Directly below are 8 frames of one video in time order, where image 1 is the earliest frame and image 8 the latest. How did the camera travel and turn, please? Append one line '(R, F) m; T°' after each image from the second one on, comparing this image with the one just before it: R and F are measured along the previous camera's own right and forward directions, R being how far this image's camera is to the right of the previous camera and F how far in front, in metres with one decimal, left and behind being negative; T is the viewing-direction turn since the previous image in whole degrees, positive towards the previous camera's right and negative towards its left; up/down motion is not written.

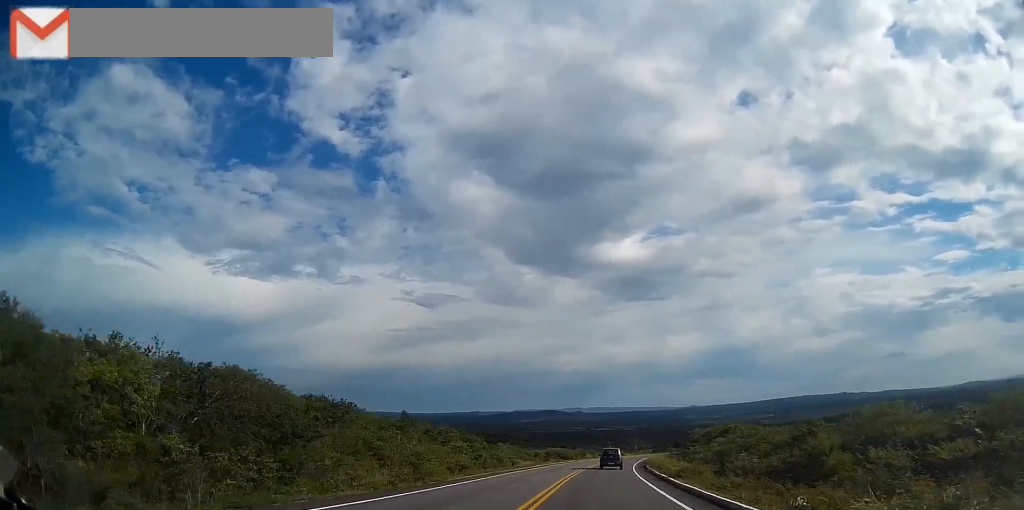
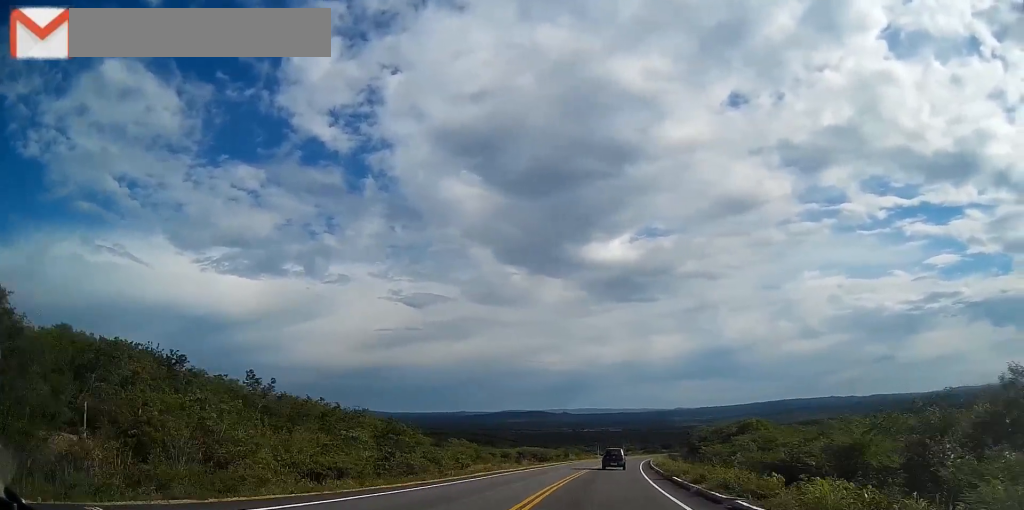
(+0.1, +22.5) m; +1°
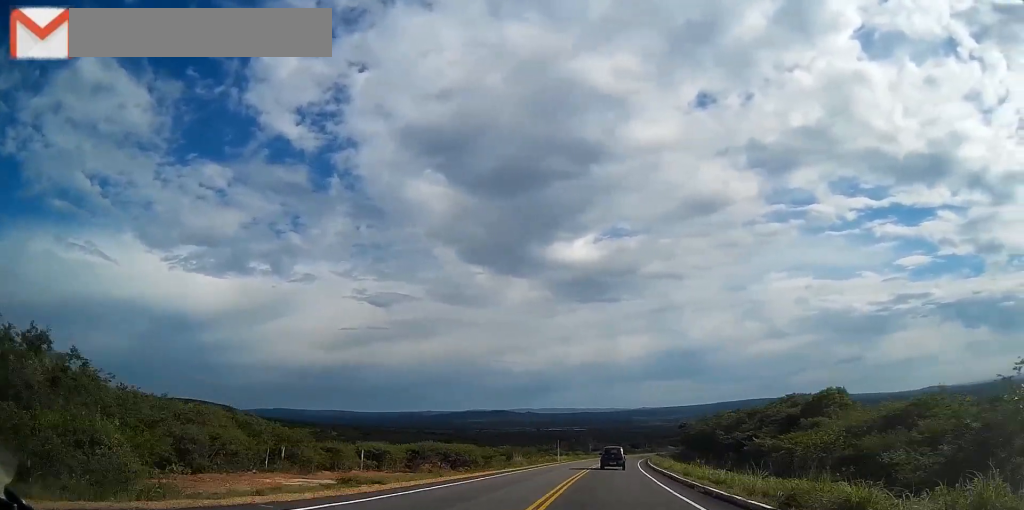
(+0.7, +36.3) m; +3°
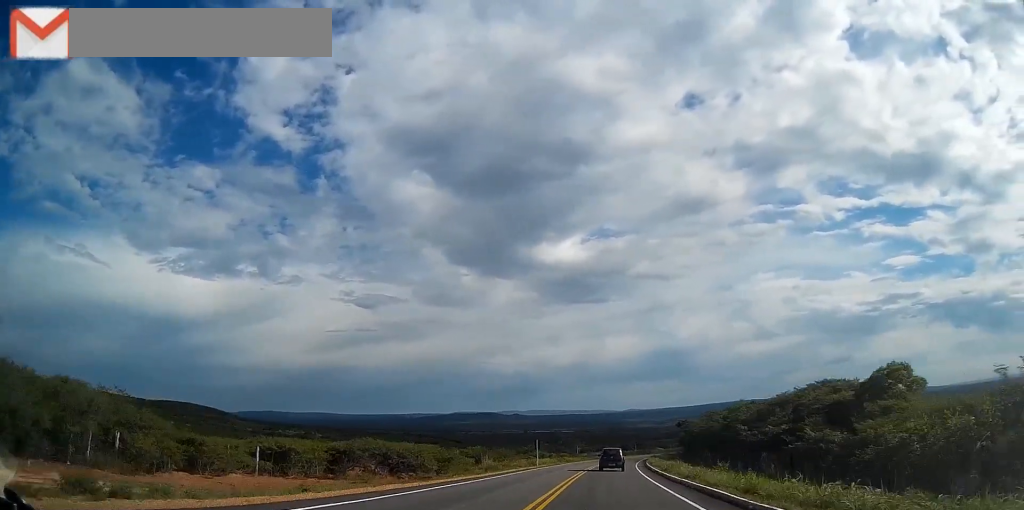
(0.0, +12.6) m; +1°
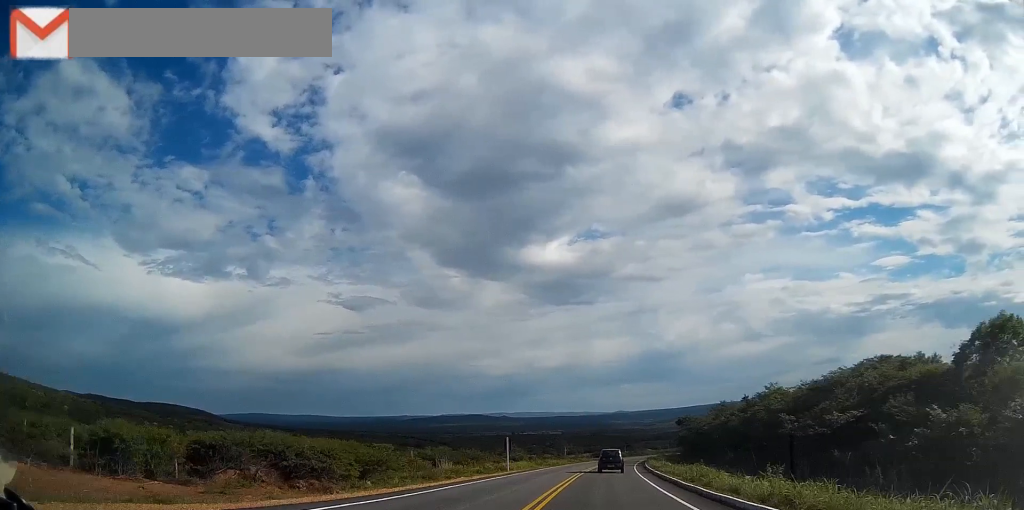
(+0.2, +13.9) m; +1°
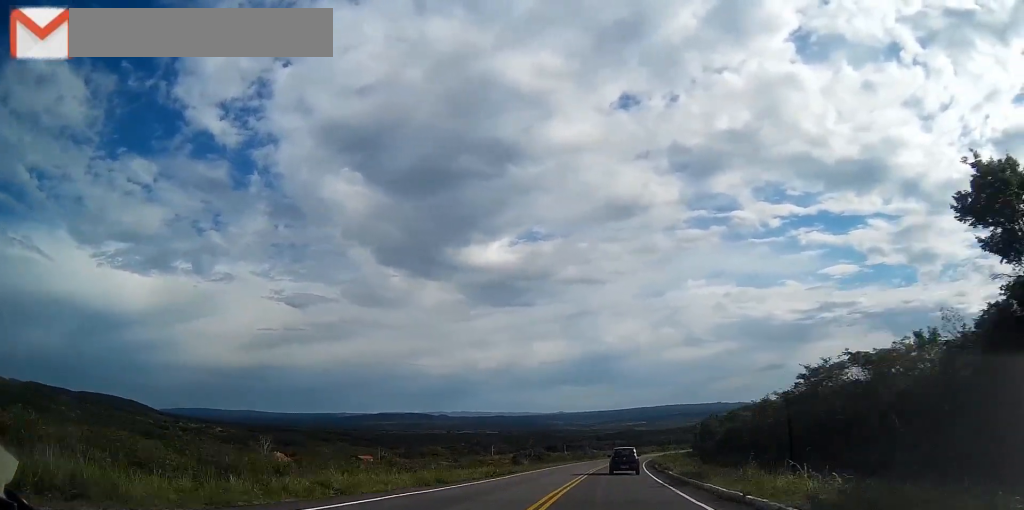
(+4.3, +76.7) m; +7°
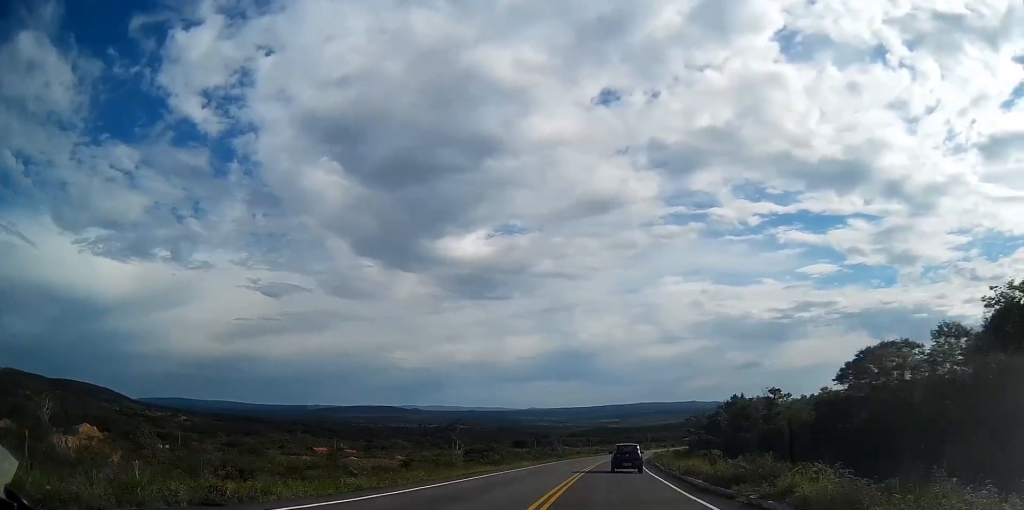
(+0.4, +26.6) m; +2°
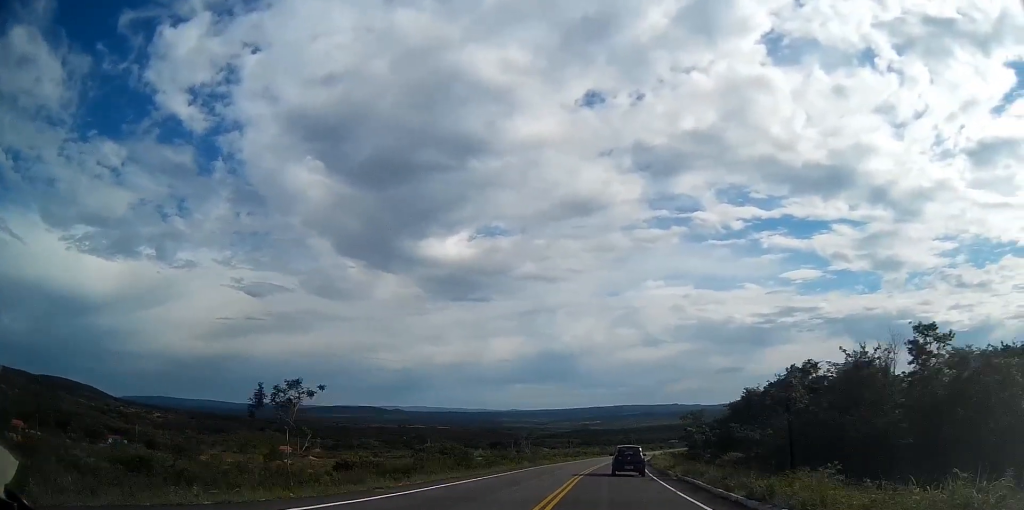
(+0.4, +21.5) m; +1°
